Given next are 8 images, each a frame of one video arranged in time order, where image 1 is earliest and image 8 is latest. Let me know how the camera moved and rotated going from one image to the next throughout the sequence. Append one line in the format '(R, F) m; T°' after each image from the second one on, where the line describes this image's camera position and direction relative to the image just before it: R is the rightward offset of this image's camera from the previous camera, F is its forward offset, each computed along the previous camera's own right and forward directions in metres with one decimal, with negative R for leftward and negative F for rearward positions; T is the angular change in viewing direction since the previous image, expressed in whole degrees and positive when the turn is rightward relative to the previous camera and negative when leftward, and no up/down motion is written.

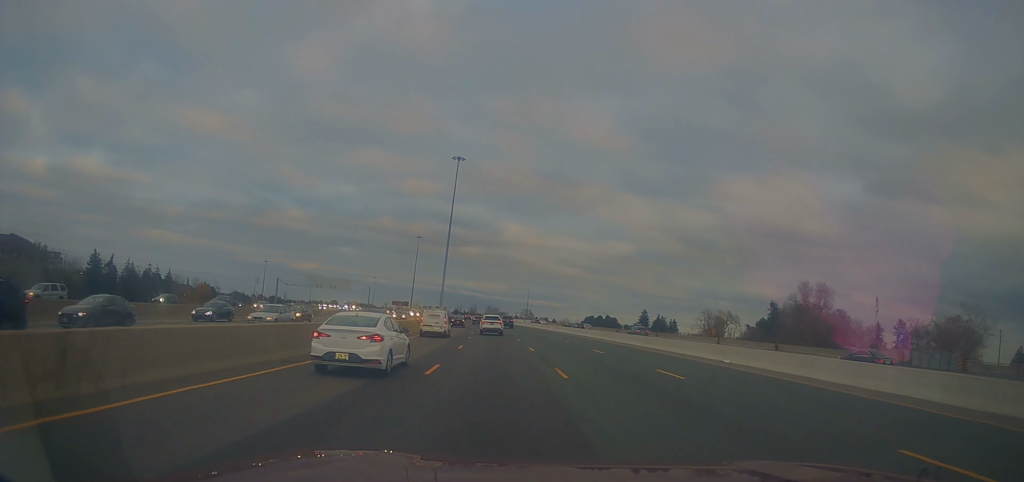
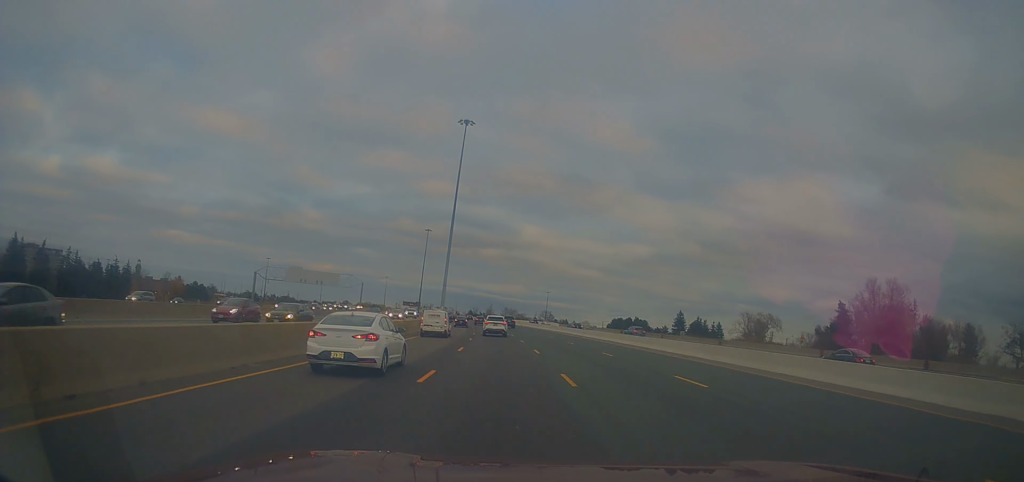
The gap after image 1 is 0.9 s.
(-0.6, +25.7) m; -1°
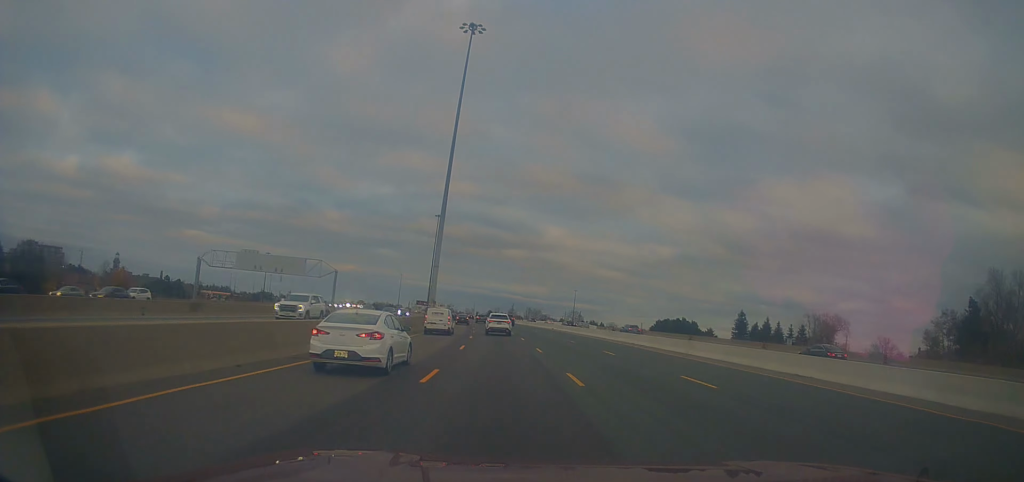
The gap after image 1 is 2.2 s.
(-0.3, +36.5) m; -2°
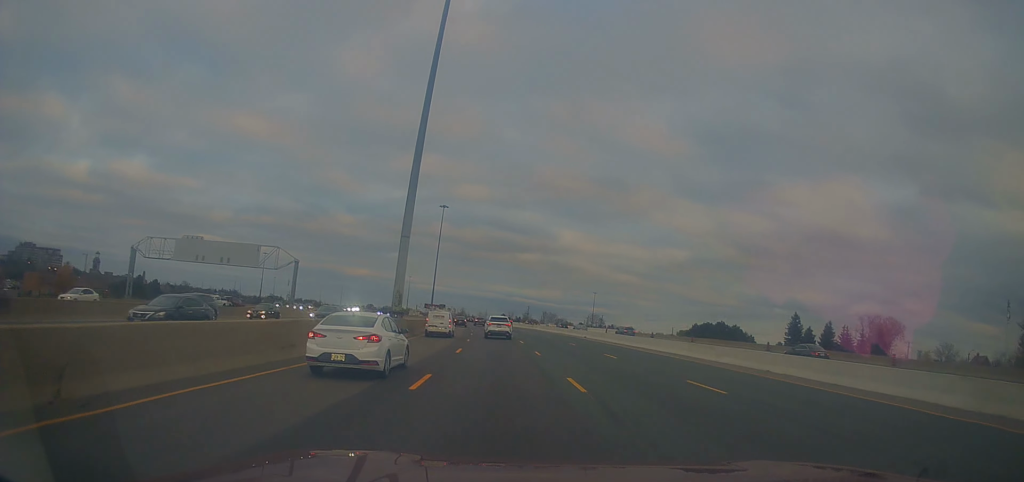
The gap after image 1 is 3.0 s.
(-0.4, +24.9) m; -3°
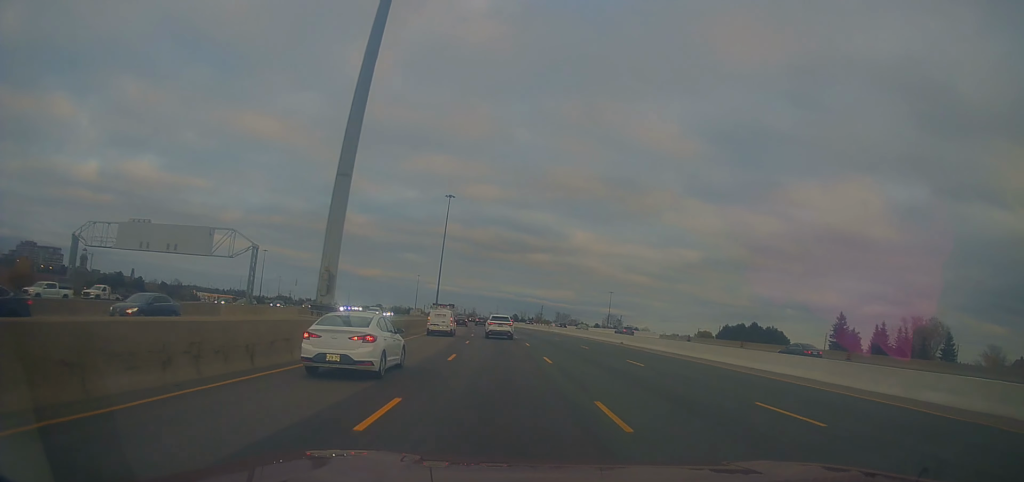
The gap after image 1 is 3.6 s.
(-0.5, +16.2) m; -1°
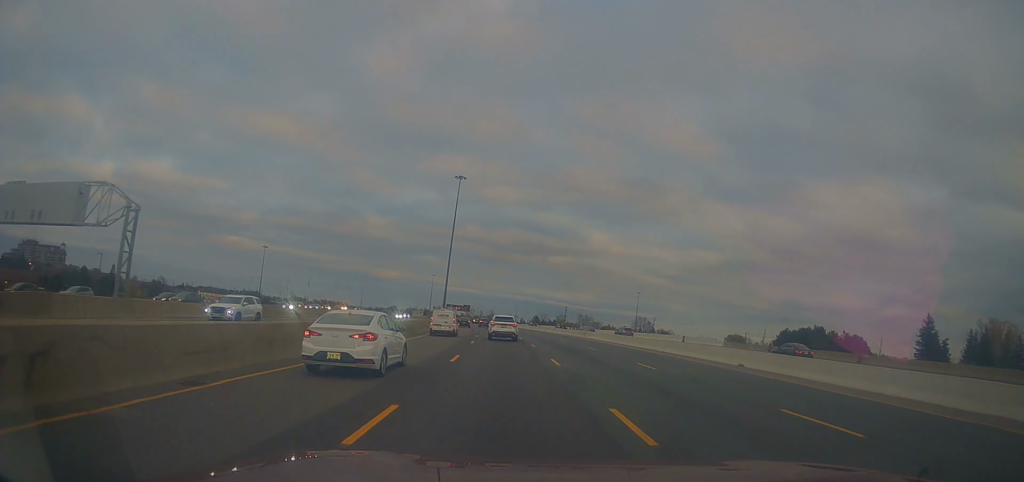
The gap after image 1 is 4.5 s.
(-0.3, +24.9) m; -1°
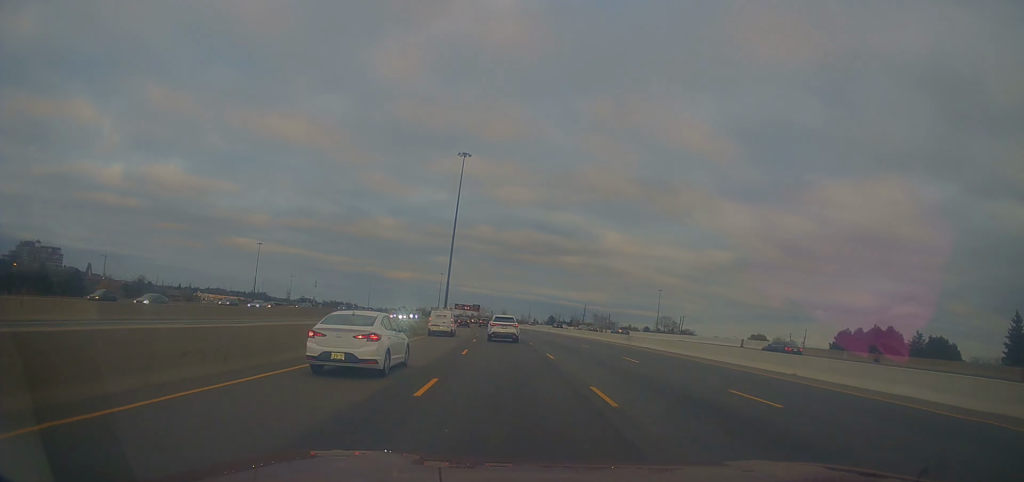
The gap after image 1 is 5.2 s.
(+0.3, +21.0) m; -2°
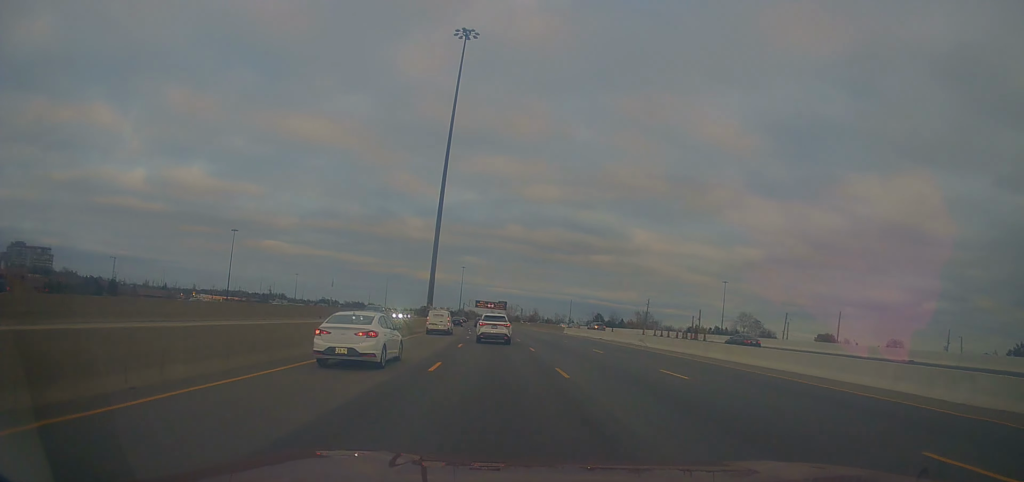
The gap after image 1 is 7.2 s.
(-2.9, +55.7) m; -3°
